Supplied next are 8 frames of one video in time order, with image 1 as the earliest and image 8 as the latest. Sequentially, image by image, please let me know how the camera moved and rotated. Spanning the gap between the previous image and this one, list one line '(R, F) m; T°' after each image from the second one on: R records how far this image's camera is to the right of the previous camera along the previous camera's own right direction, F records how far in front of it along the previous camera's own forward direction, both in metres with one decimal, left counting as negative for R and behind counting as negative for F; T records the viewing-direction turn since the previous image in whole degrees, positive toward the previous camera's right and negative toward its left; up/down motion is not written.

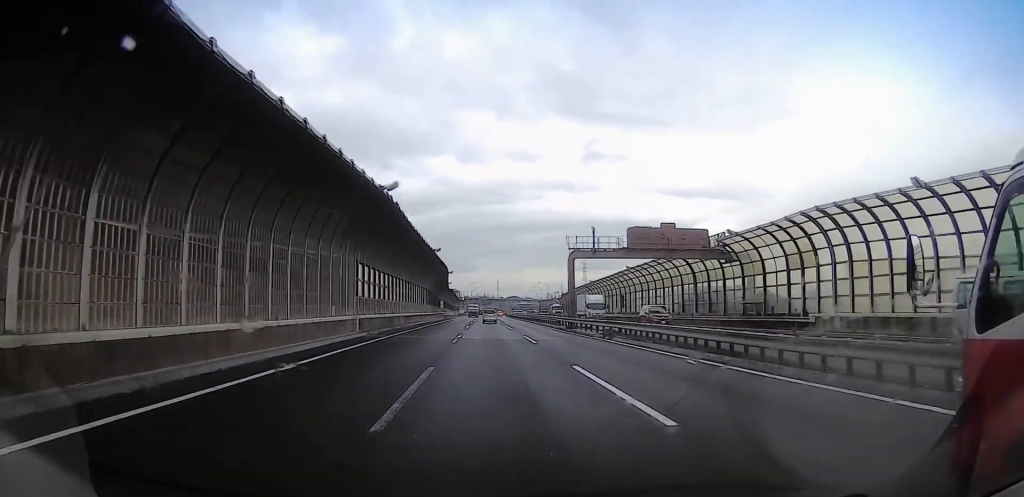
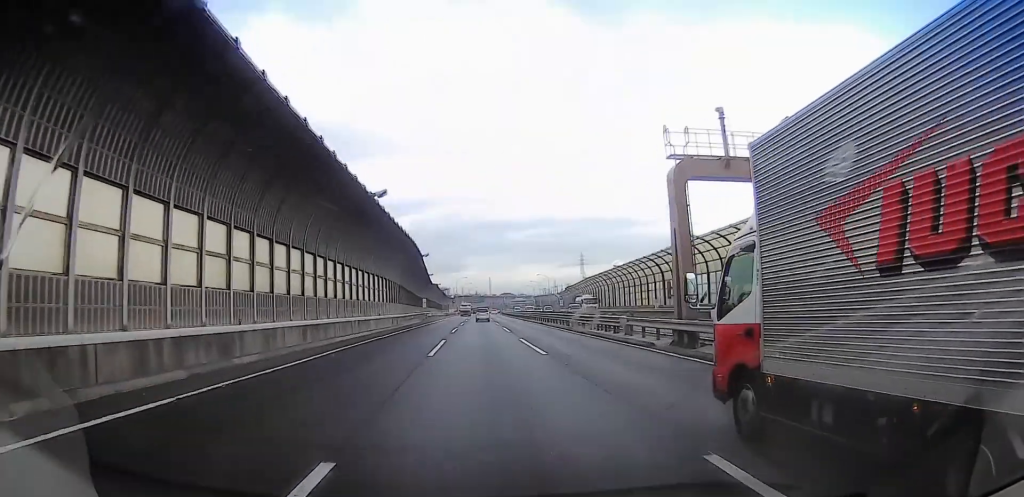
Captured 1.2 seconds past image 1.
(0.0, +28.4) m; 0°
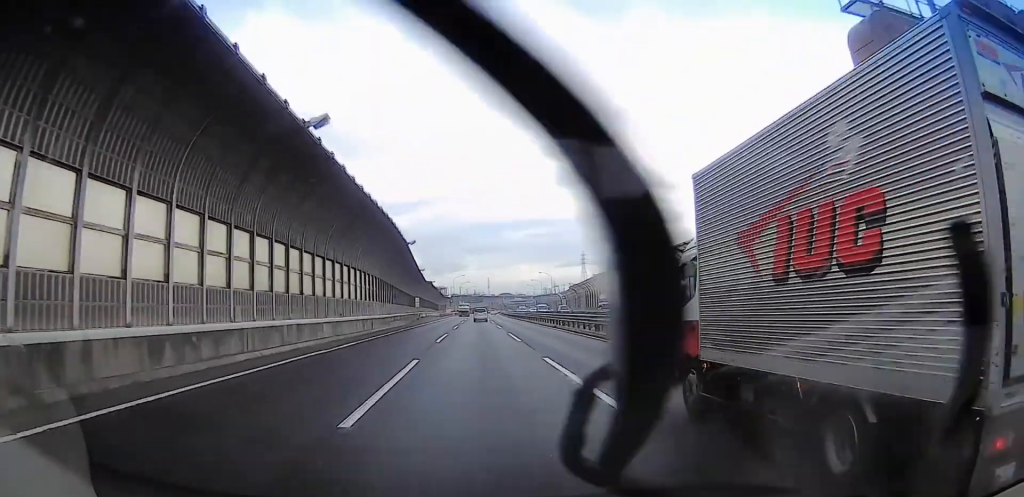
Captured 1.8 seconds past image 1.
(0.0, +12.1) m; 0°
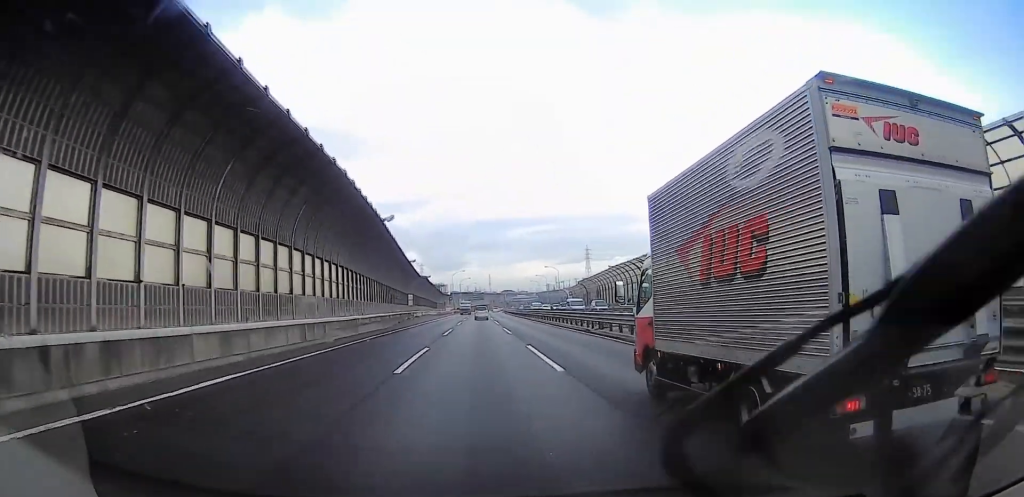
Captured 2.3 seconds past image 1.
(0.0, +12.8) m; 0°
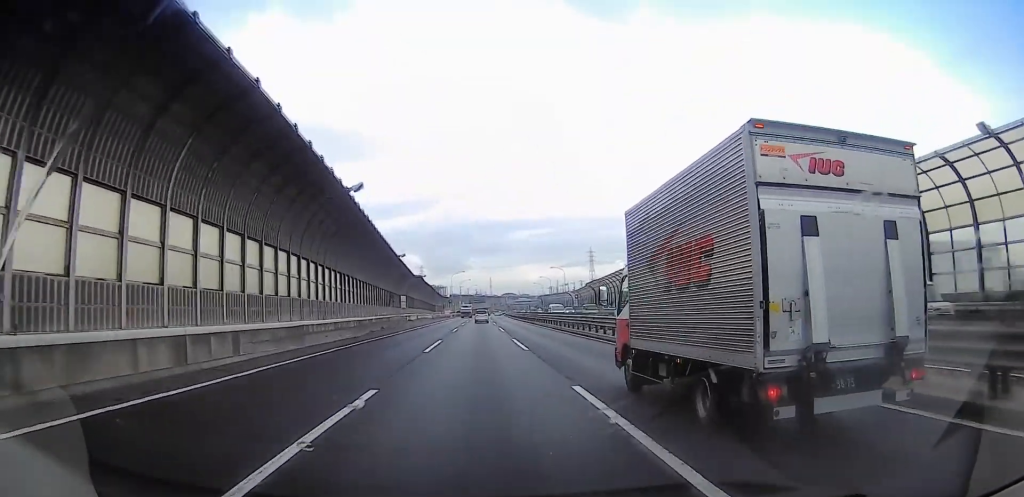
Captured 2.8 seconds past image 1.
(0.0, +10.5) m; 0°
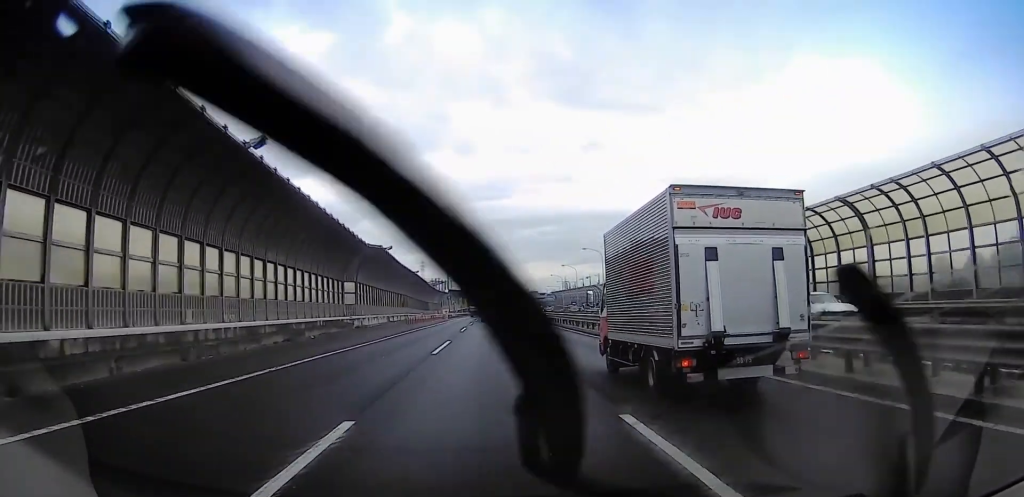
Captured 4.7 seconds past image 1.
(0.0, +42.3) m; 0°
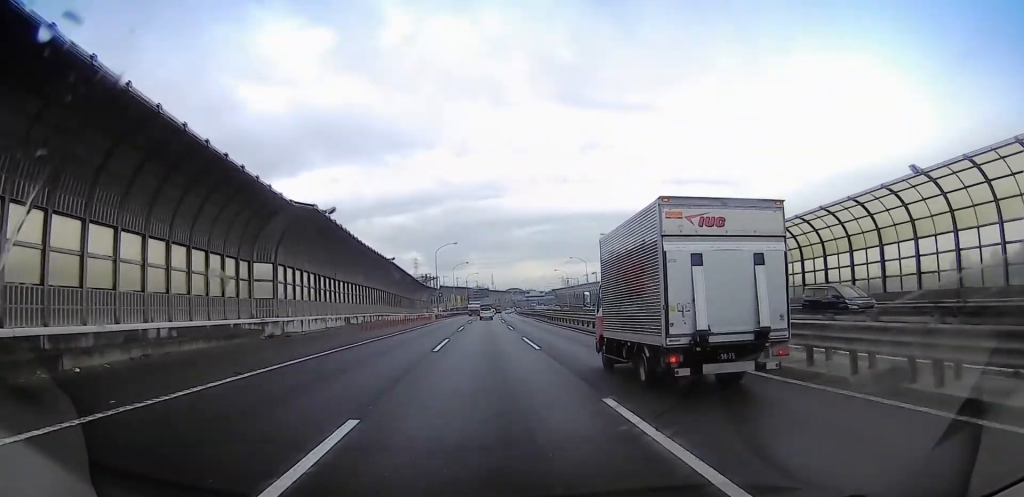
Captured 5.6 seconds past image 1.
(0.0, +20.4) m; 0°
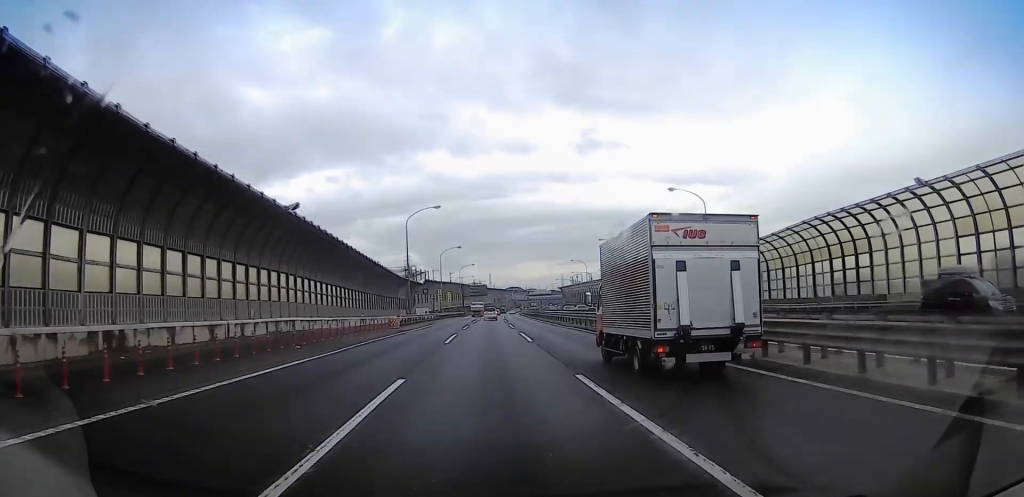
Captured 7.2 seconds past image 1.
(0.0, +36.1) m; 0°
